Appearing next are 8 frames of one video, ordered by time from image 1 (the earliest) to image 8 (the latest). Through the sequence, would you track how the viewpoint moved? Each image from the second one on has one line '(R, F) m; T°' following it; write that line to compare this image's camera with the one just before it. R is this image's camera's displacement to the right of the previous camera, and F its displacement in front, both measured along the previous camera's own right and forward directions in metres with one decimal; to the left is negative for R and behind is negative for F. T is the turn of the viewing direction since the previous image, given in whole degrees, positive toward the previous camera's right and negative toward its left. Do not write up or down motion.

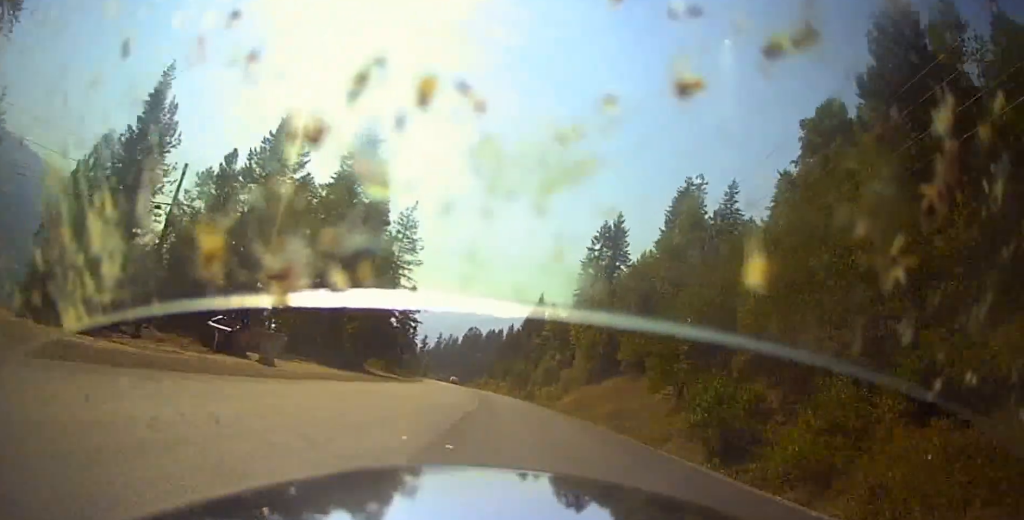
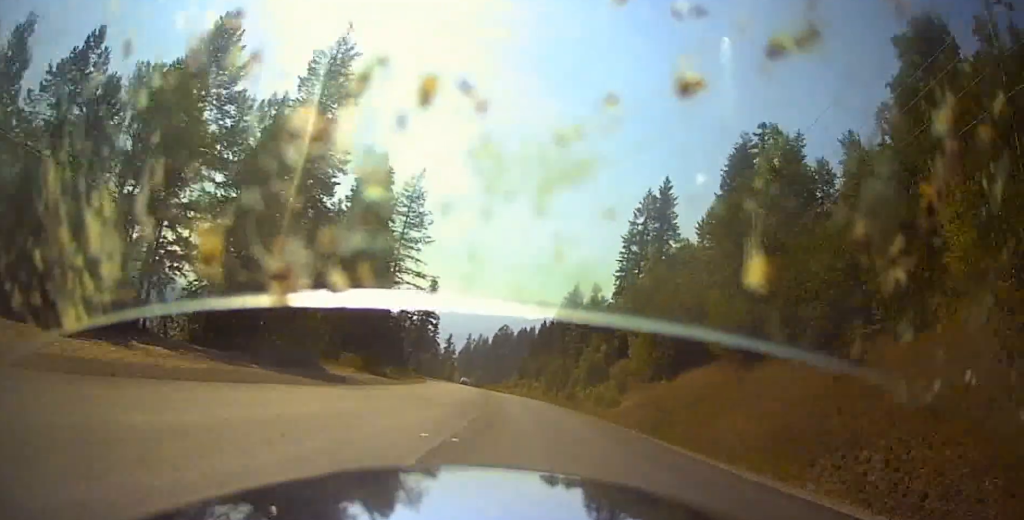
(+0.3, +25.6) m; 0°
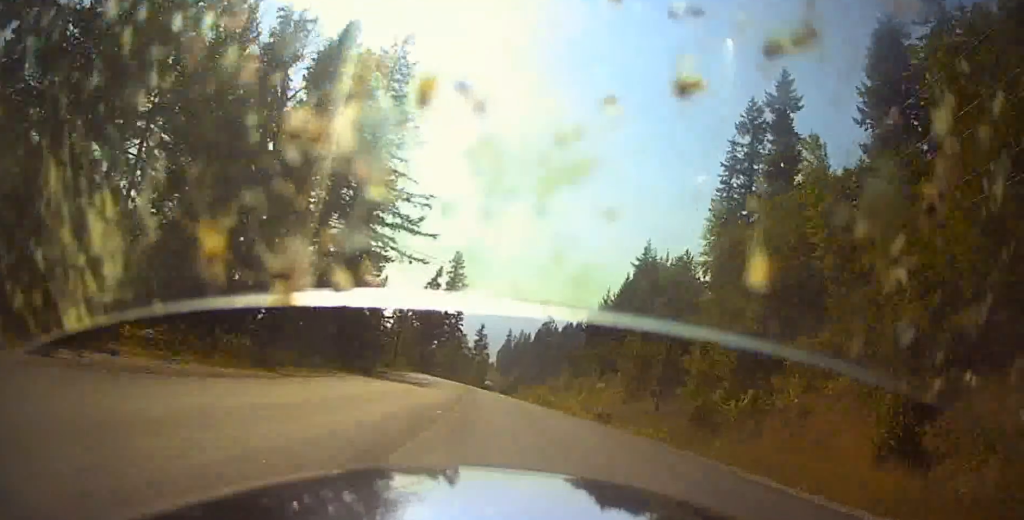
(0.0, +45.2) m; +4°
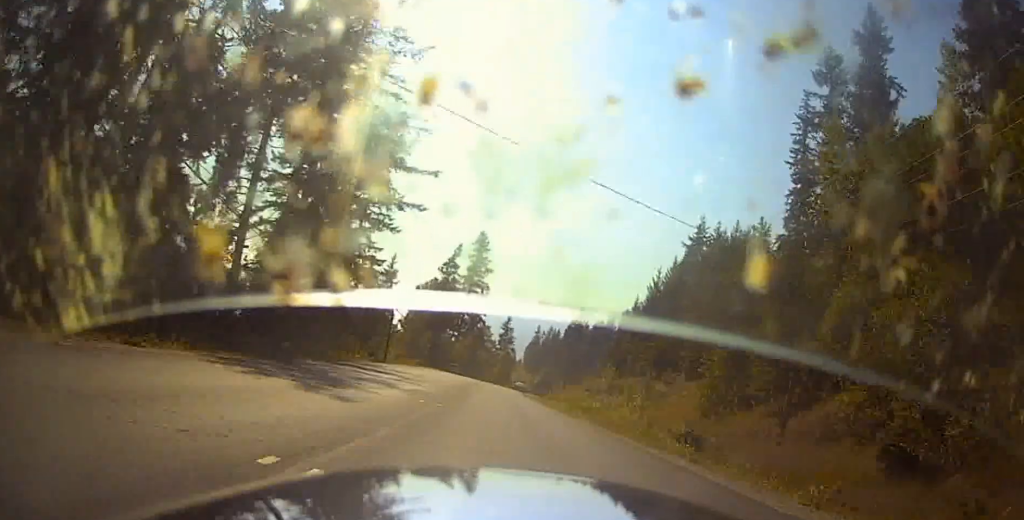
(+1.3, +19.6) m; -3°
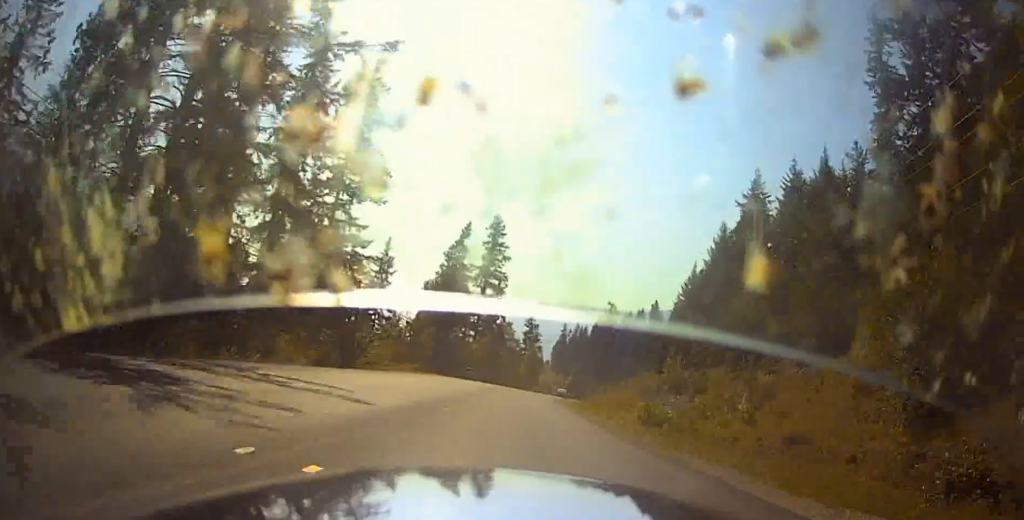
(-2.5, +21.9) m; -6°
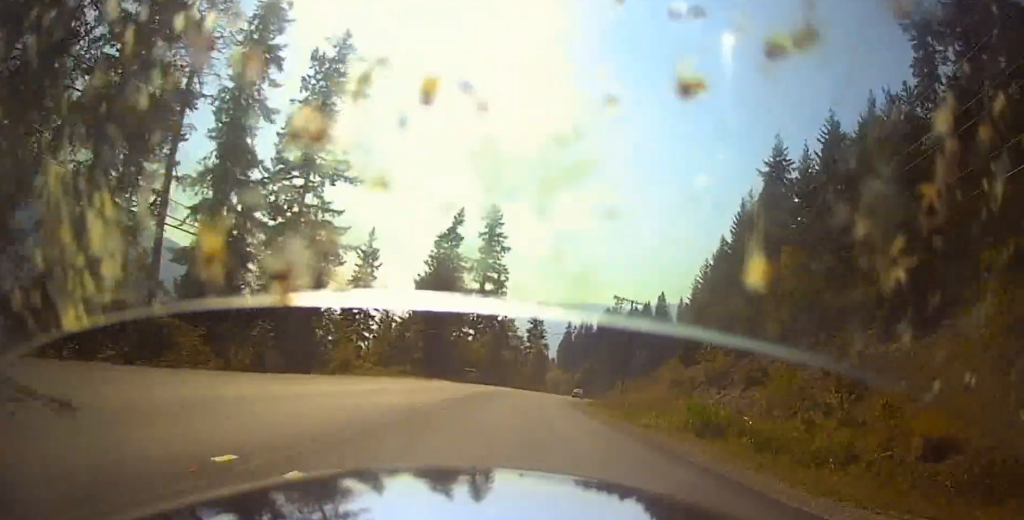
(0.0, +11.0) m; 0°
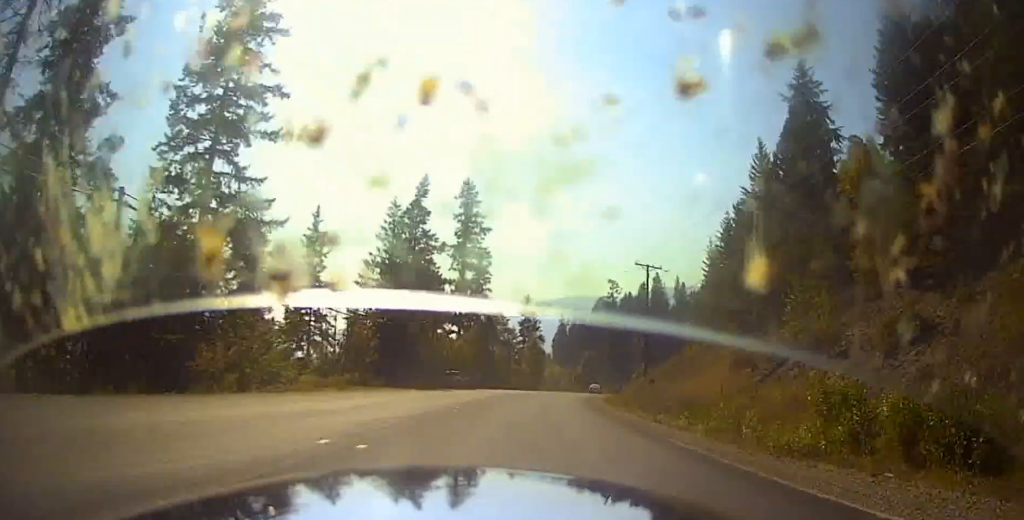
(+0.1, +18.4) m; +1°
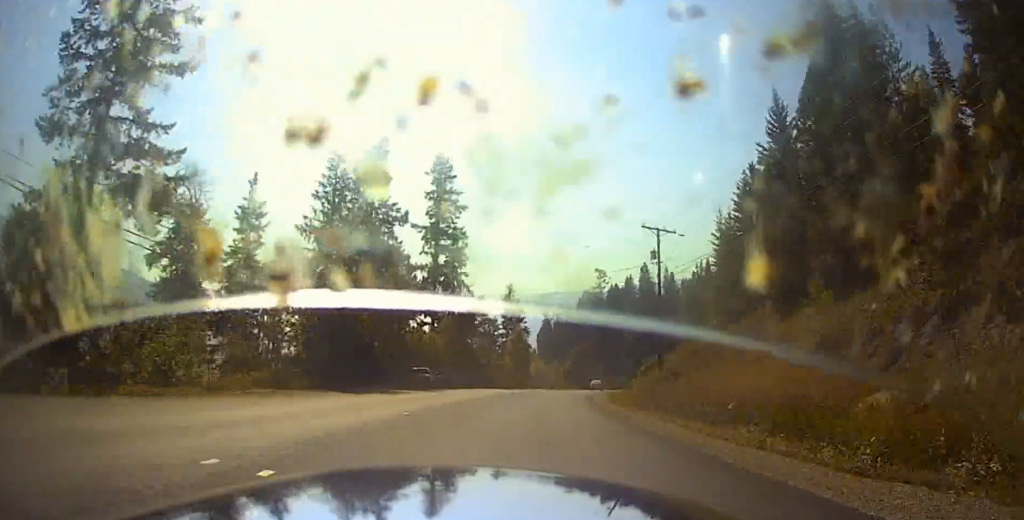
(-0.1, +14.1) m; +2°
